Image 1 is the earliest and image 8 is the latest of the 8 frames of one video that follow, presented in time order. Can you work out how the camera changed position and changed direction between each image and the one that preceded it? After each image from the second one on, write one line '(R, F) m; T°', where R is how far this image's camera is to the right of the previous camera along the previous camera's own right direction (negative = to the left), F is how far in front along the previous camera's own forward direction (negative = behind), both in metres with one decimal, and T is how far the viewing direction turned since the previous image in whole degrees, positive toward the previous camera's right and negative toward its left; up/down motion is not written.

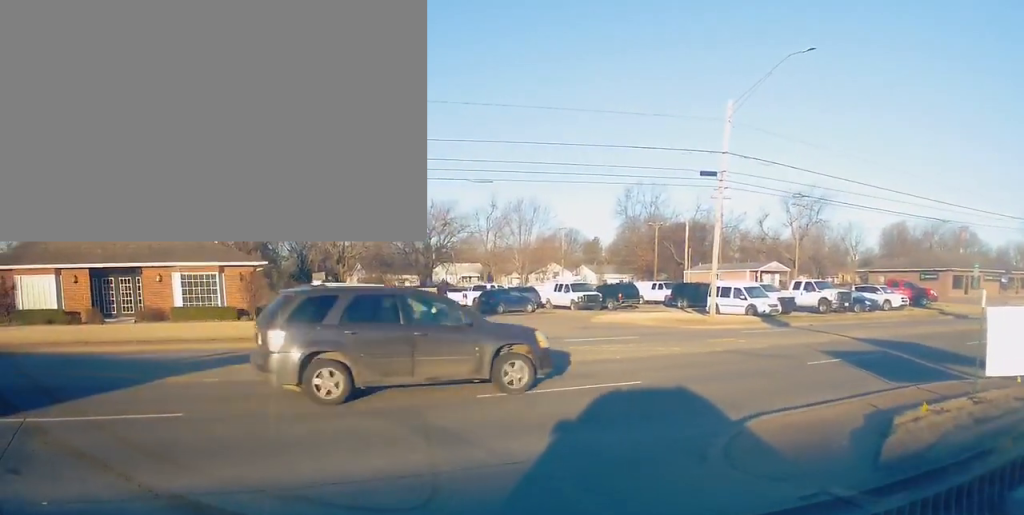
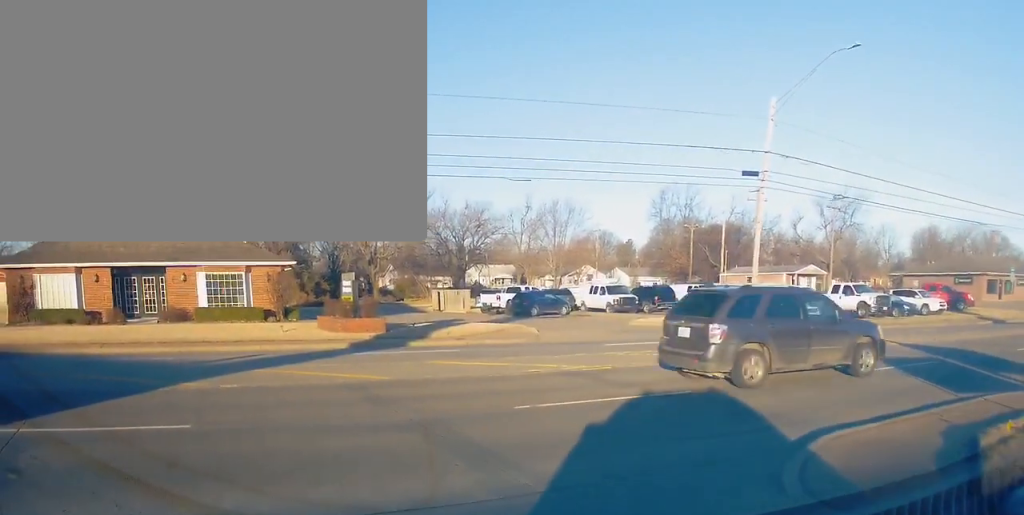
(+0.1, +1.1) m; -1°
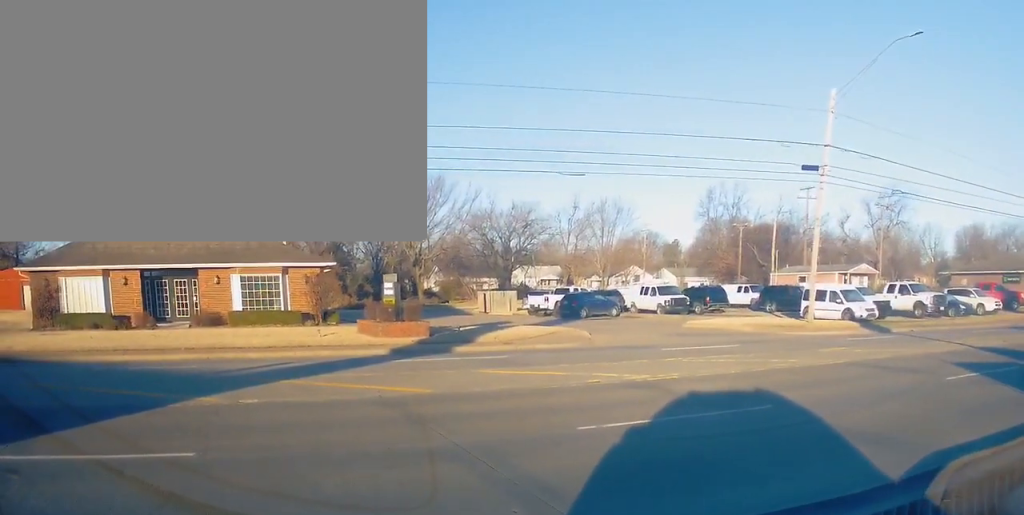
(-0.2, +1.6) m; 0°
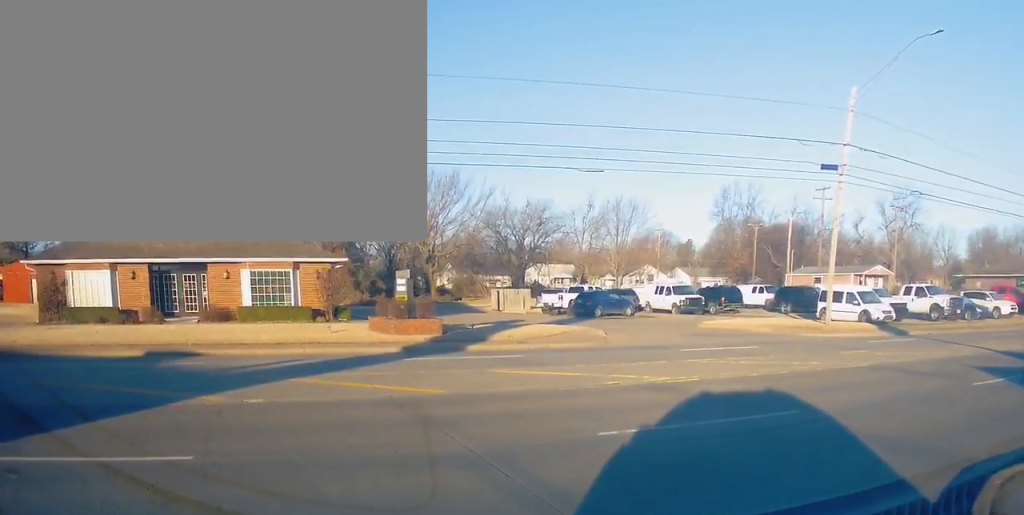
(-0.2, +0.6) m; 0°
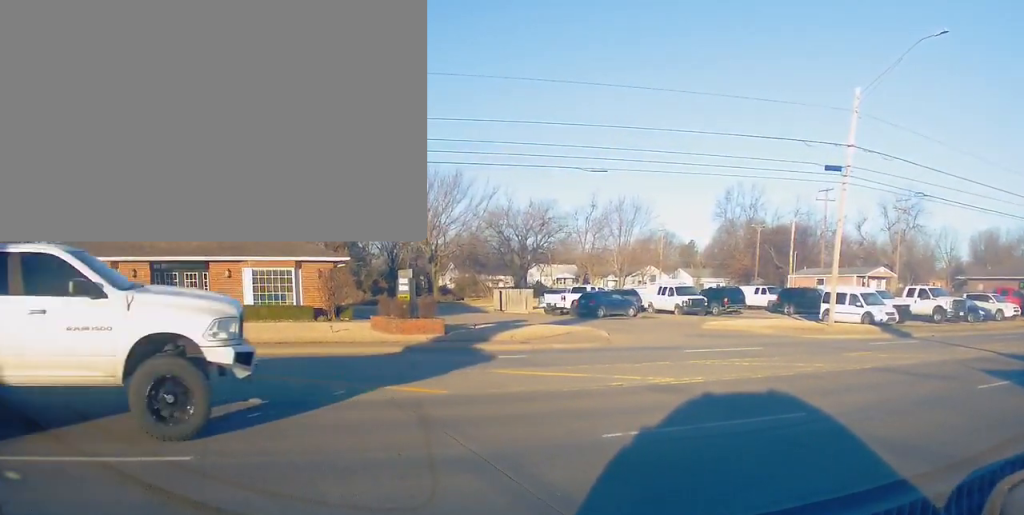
(-0.1, +0.3) m; 0°
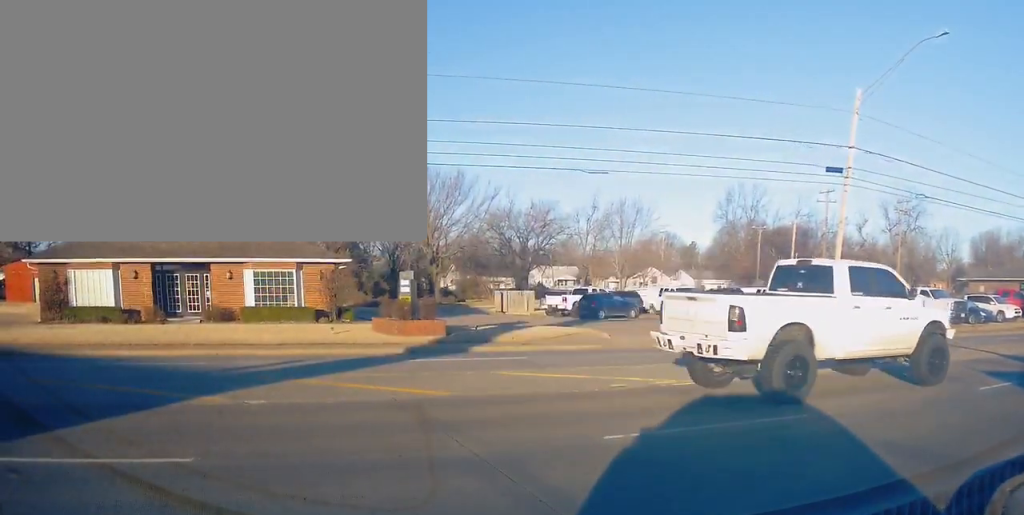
(-0.1, +0.3) m; 0°
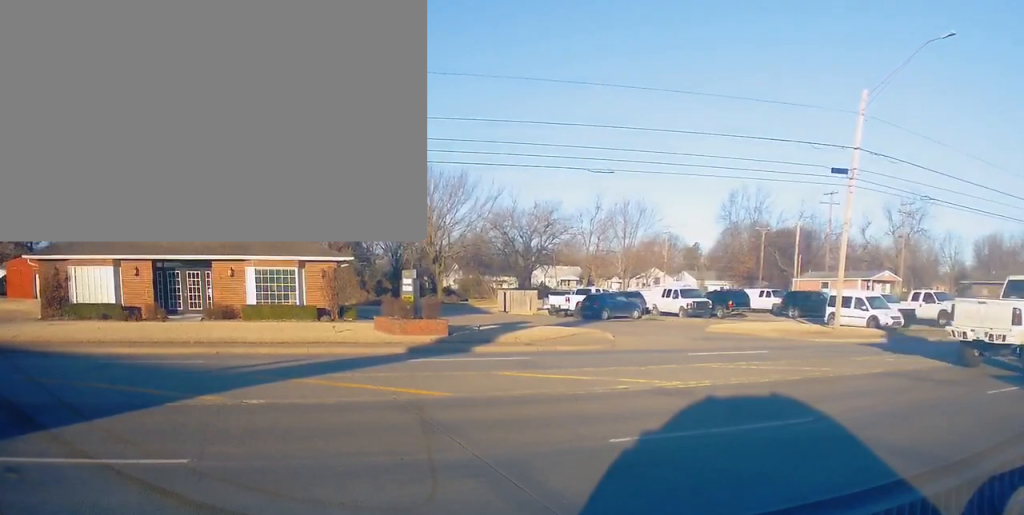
(-0.1, +0.3) m; 0°
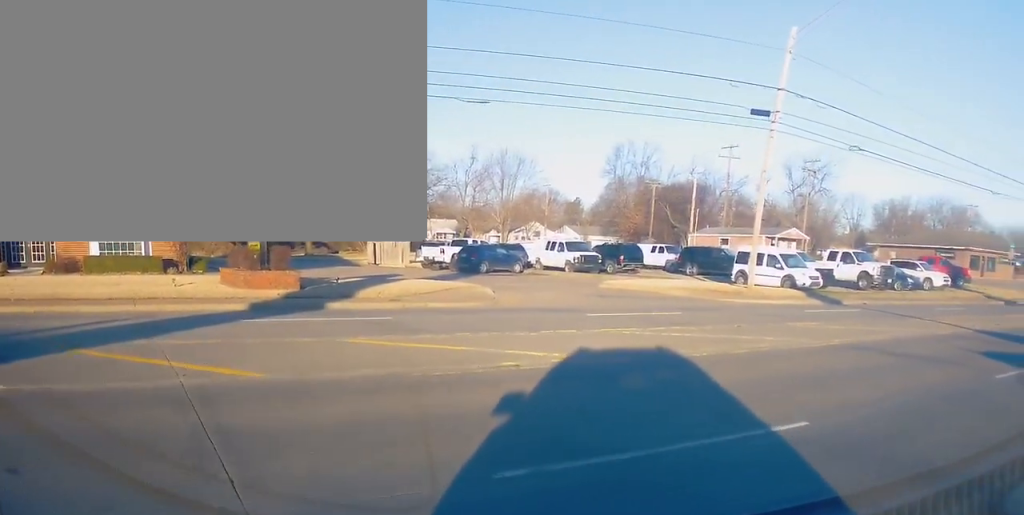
(+1.3, +3.5) m; +25°
